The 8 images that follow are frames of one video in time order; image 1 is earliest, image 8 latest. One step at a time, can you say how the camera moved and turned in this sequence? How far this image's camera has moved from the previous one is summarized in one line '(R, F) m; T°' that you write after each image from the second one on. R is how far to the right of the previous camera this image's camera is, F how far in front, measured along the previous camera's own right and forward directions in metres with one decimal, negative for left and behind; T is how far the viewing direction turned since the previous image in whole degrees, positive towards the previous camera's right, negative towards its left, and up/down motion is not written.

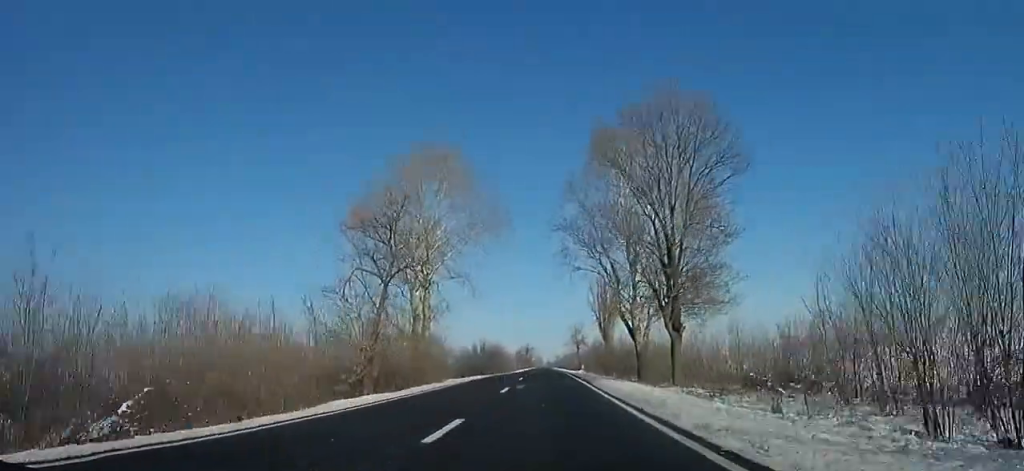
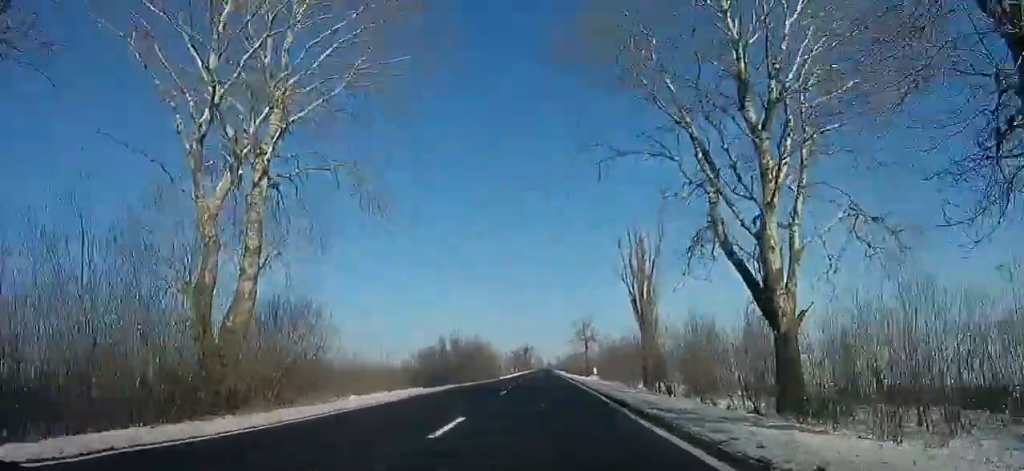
(+0.1, +23.1) m; 0°
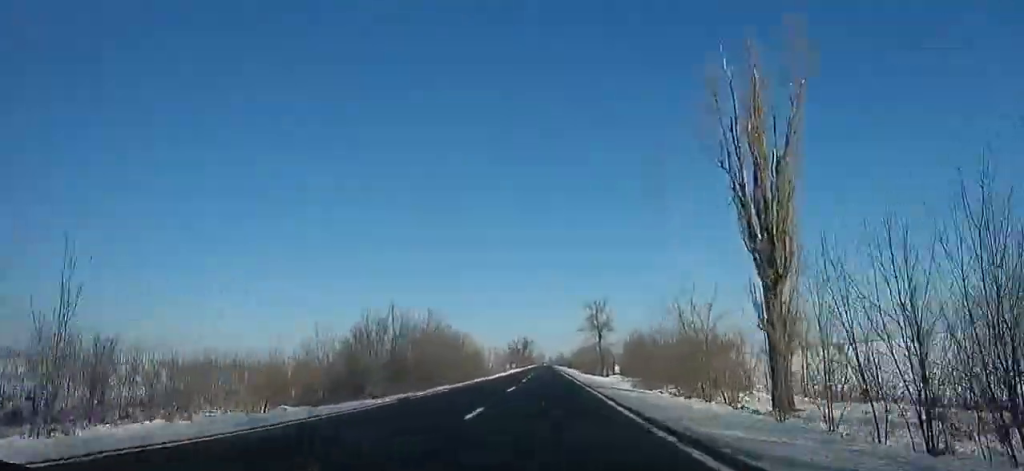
(+0.1, +20.8) m; 0°
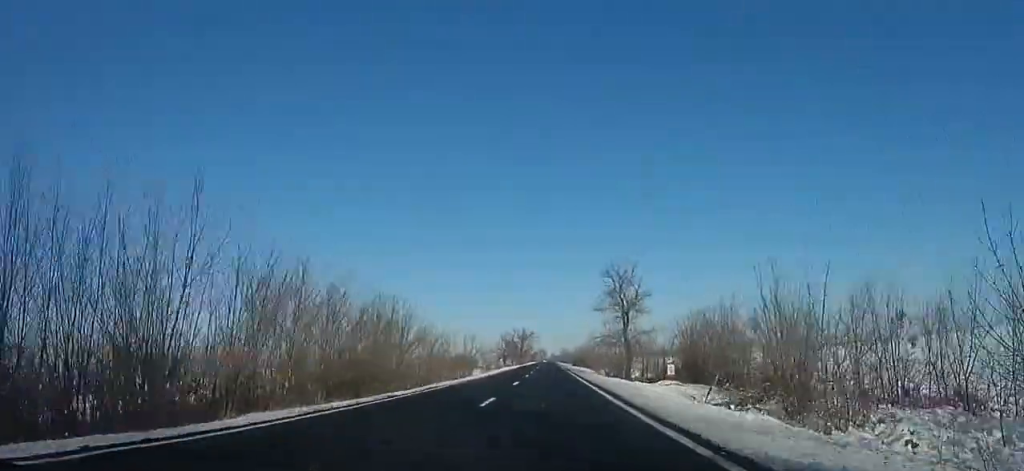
(0.0, +21.6) m; 0°
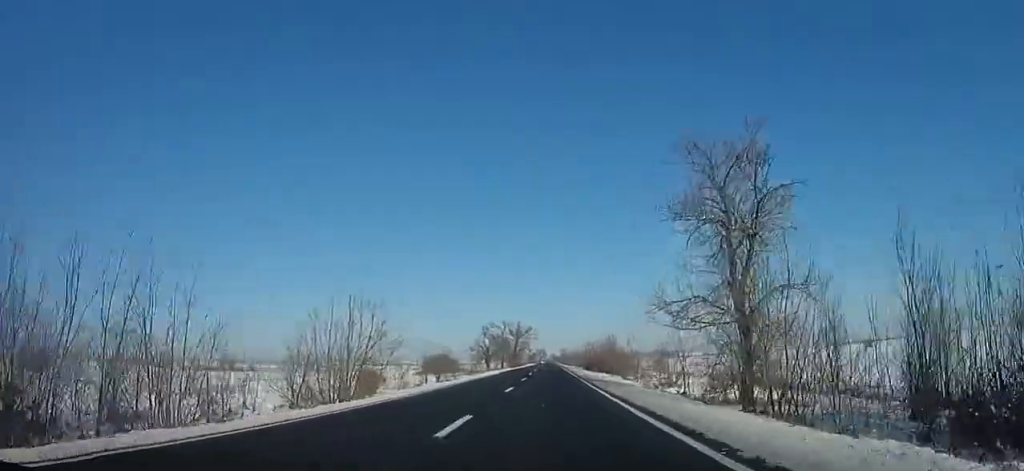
(0.0, +28.8) m; 0°
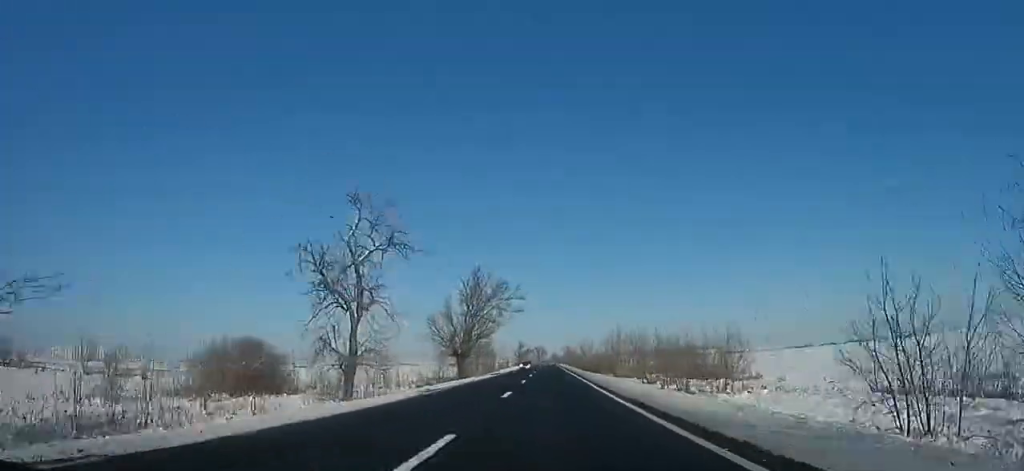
(-0.3, +74.4) m; -1°
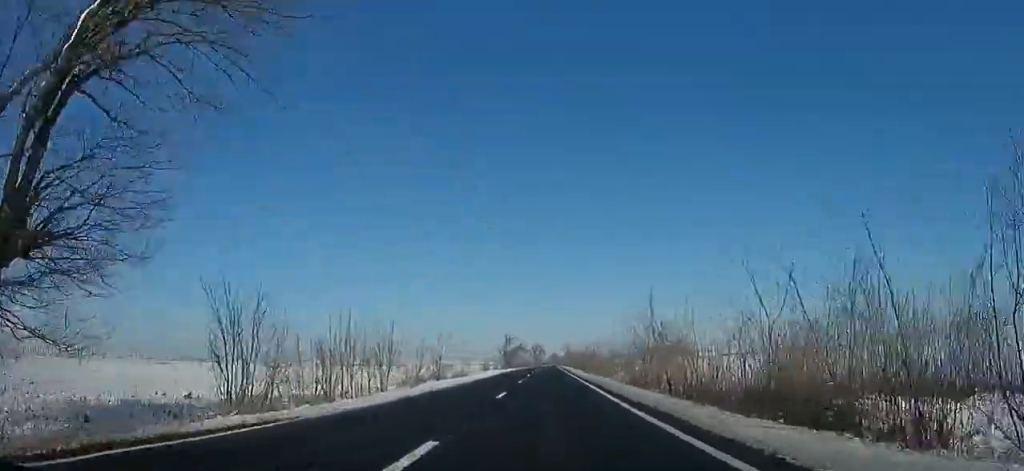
(-0.2, +48.9) m; 0°
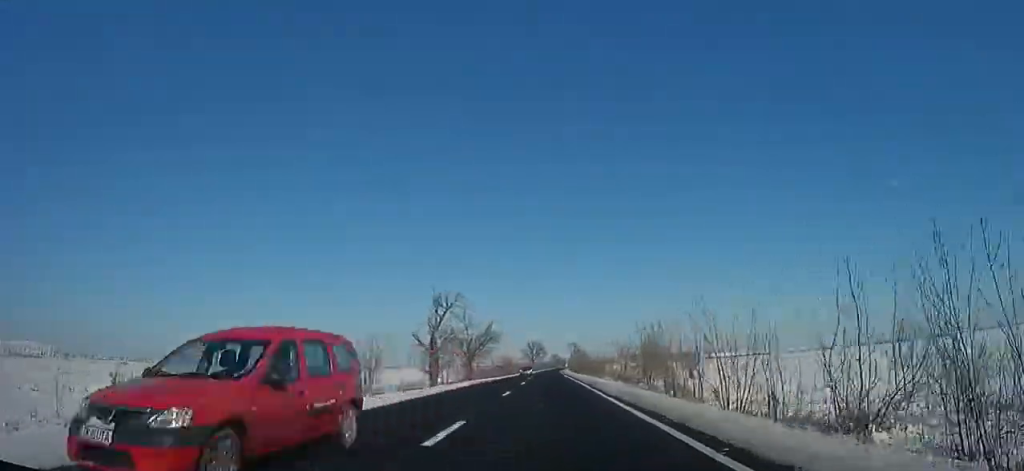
(-0.1, +69.4) m; 0°
